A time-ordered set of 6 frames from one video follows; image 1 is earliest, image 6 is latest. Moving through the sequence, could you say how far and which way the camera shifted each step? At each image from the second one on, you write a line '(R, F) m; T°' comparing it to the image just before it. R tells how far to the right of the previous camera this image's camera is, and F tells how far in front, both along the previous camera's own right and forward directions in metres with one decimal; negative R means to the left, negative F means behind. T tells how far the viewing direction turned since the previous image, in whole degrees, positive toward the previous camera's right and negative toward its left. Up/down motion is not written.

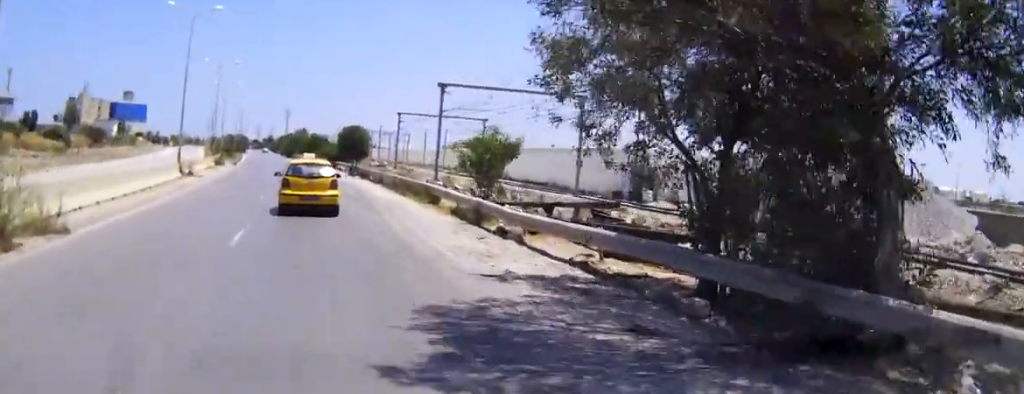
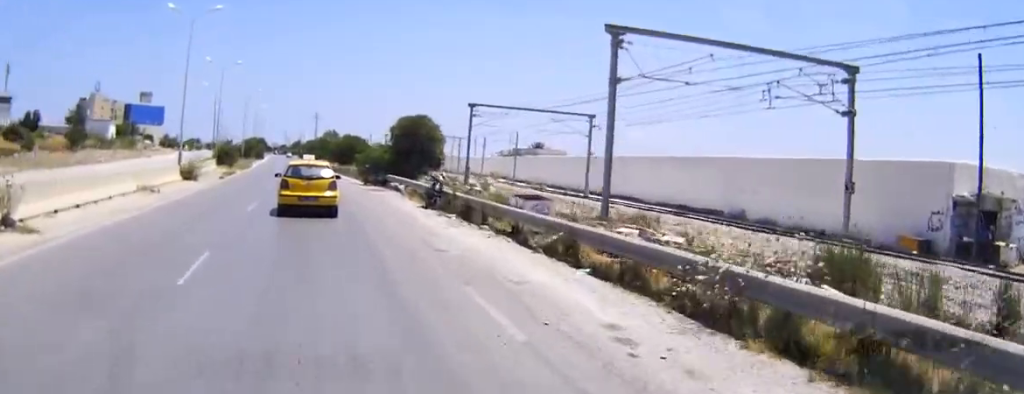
(-0.4, +30.0) m; -2°
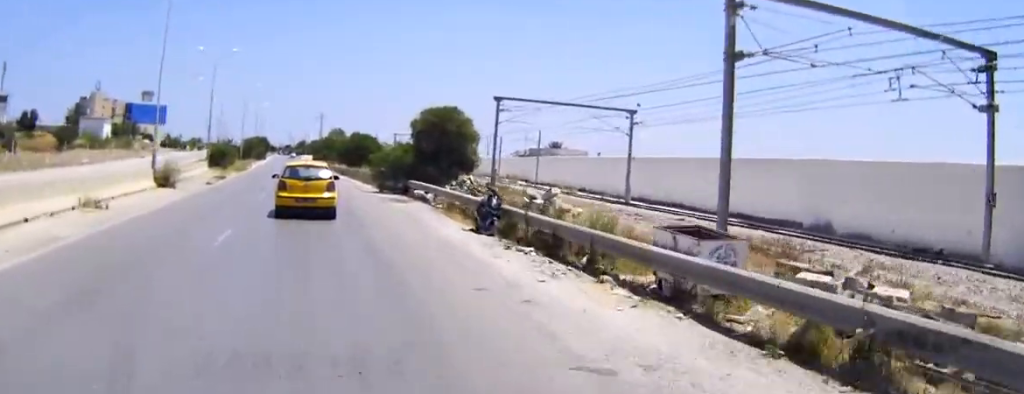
(-0.1, +8.2) m; -1°
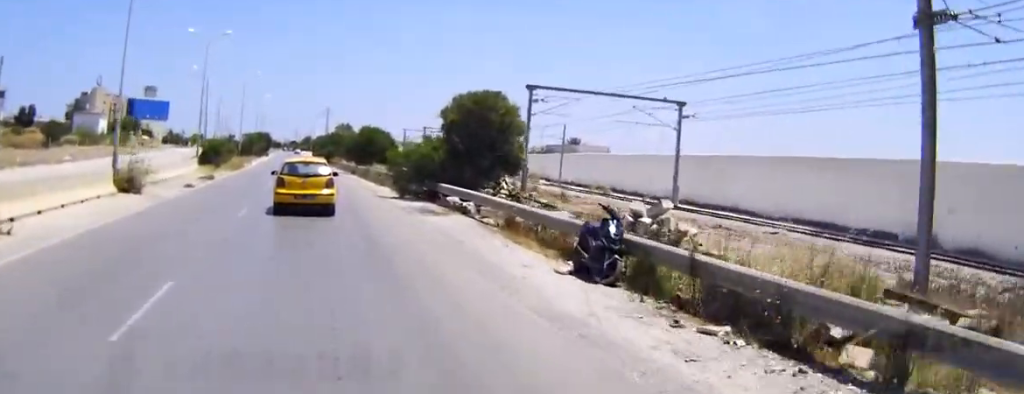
(0.0, +7.6) m; 0°
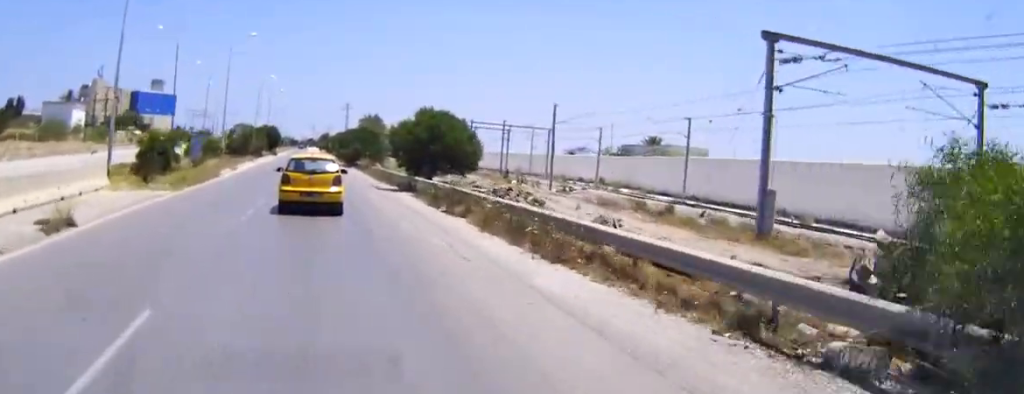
(-0.3, +27.2) m; -1°
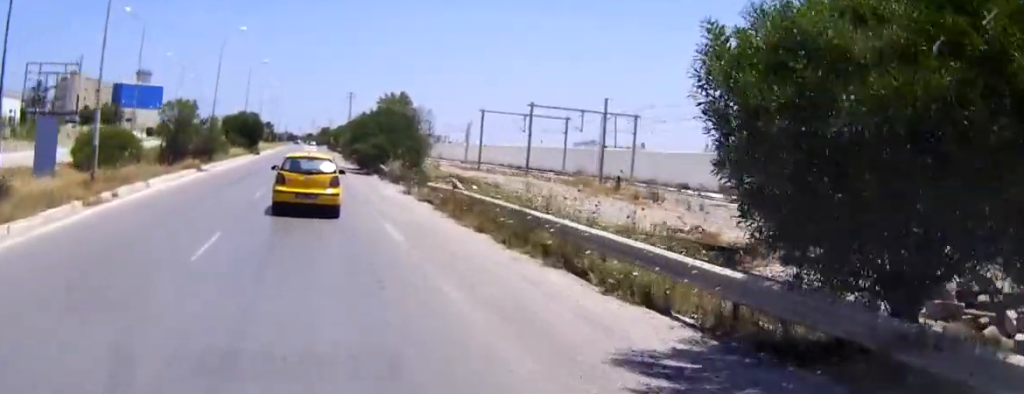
(-0.2, +31.7) m; 0°
